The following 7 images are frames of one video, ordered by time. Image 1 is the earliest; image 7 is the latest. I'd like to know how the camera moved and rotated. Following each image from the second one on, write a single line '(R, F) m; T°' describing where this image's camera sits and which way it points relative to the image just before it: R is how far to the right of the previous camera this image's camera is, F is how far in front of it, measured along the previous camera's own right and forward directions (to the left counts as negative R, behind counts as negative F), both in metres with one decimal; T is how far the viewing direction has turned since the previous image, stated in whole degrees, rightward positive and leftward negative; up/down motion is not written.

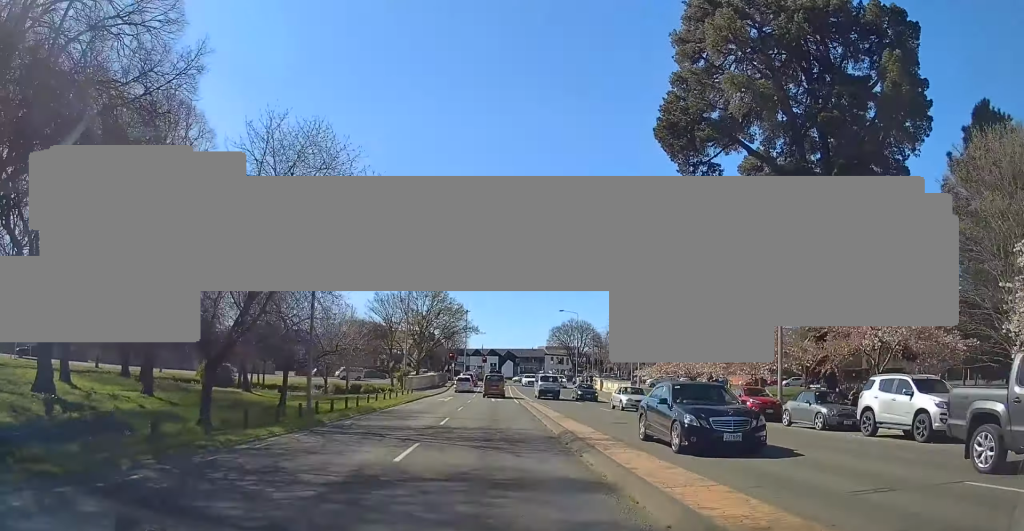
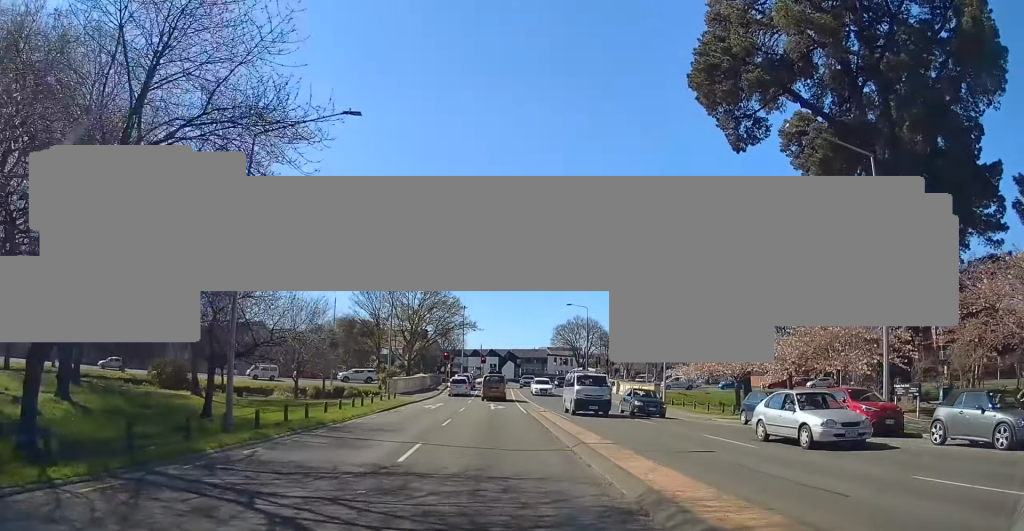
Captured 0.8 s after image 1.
(-0.4, +9.6) m; +1°
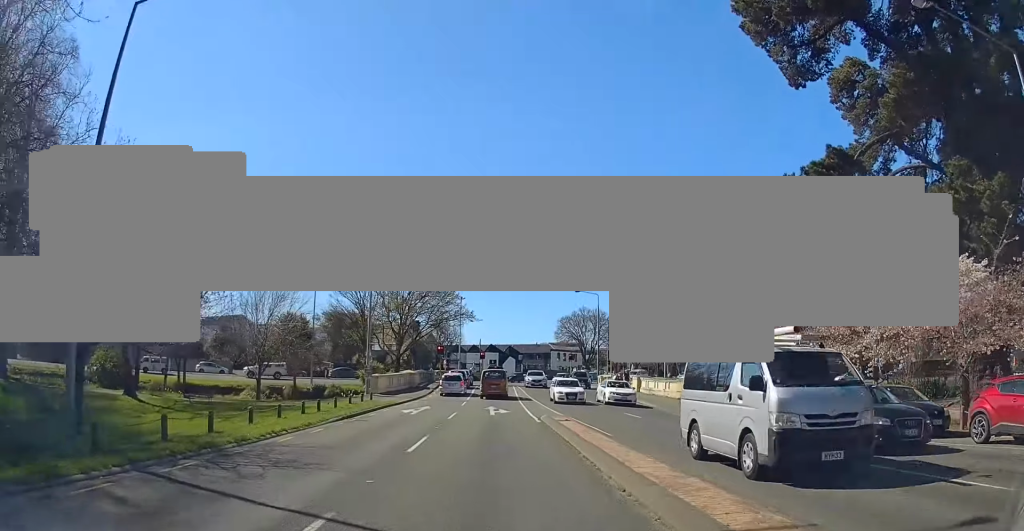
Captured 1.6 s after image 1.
(+0.4, +9.3) m; +1°
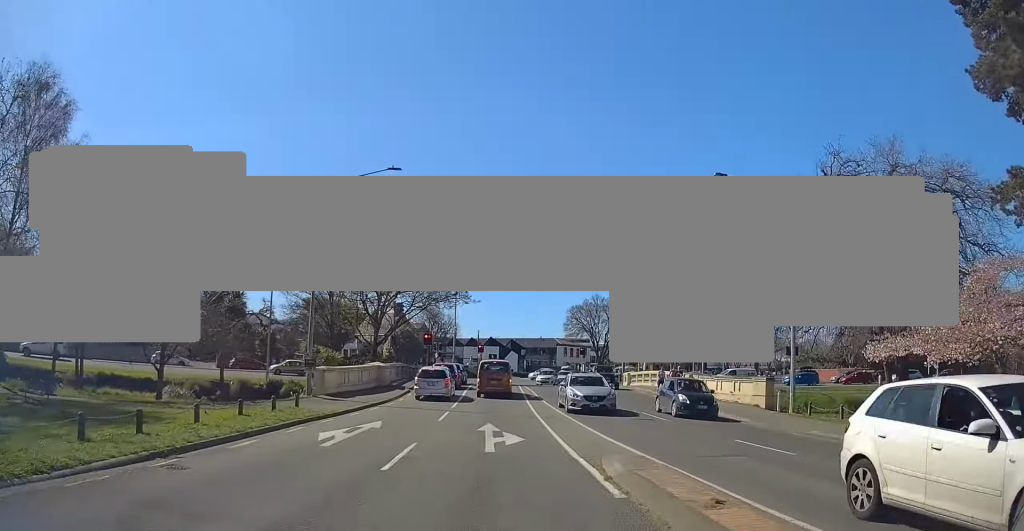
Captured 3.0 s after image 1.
(-0.1, +15.3) m; -6°
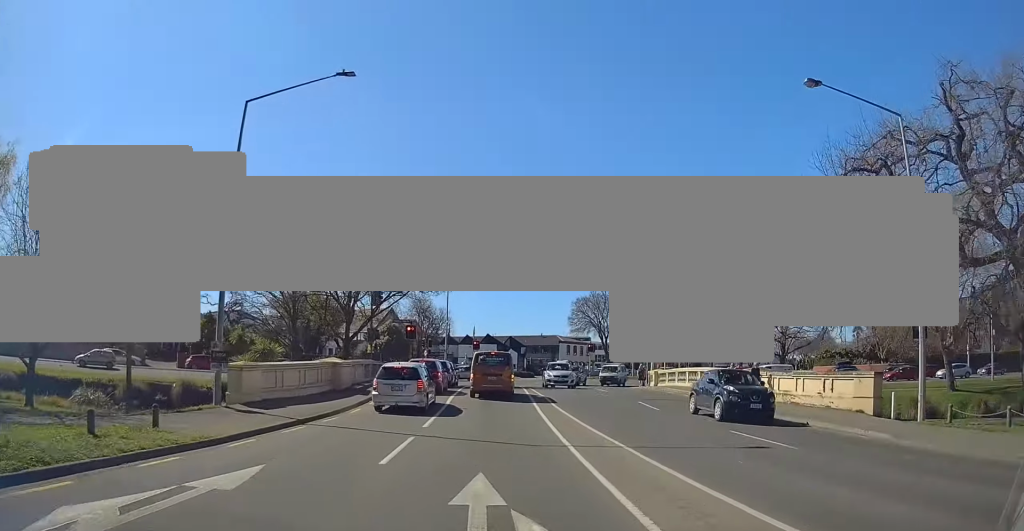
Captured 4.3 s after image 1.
(-0.4, +10.9) m; +4°
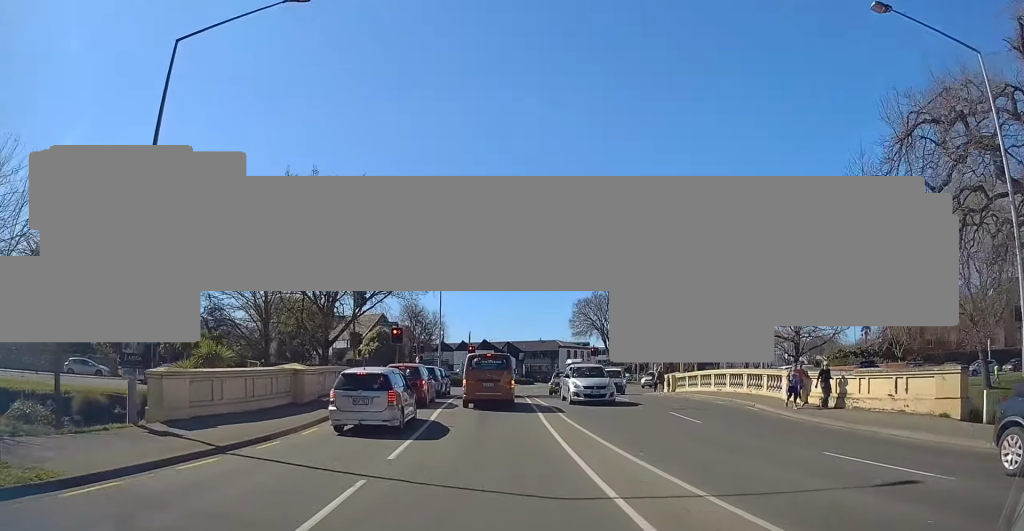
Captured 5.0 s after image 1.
(+1.0, +5.7) m; +2°
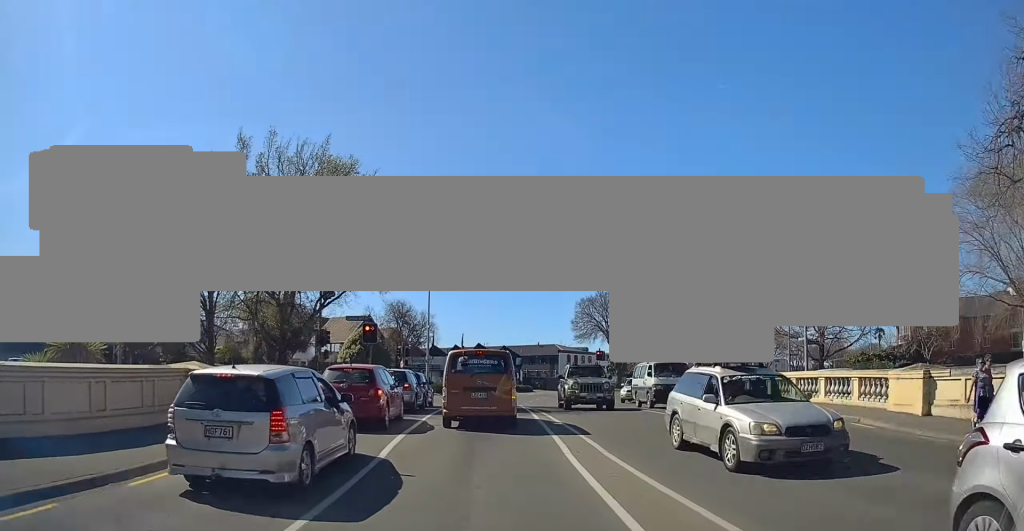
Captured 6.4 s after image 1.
(-1.0, +8.1) m; -4°
